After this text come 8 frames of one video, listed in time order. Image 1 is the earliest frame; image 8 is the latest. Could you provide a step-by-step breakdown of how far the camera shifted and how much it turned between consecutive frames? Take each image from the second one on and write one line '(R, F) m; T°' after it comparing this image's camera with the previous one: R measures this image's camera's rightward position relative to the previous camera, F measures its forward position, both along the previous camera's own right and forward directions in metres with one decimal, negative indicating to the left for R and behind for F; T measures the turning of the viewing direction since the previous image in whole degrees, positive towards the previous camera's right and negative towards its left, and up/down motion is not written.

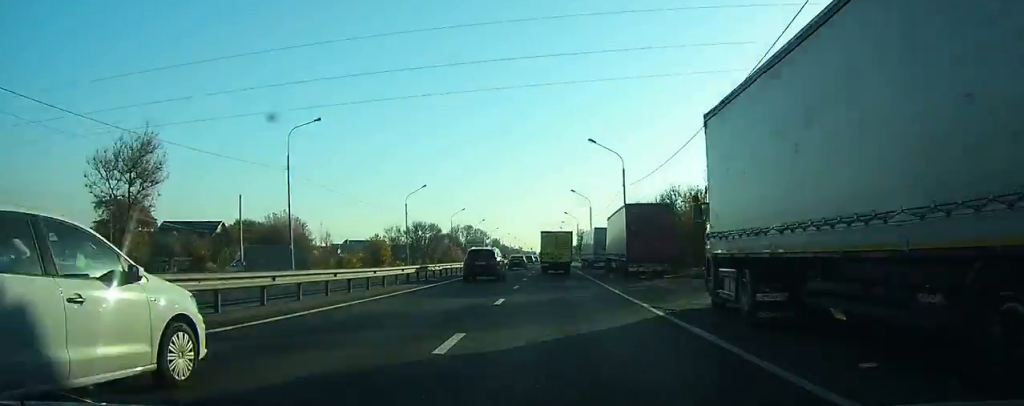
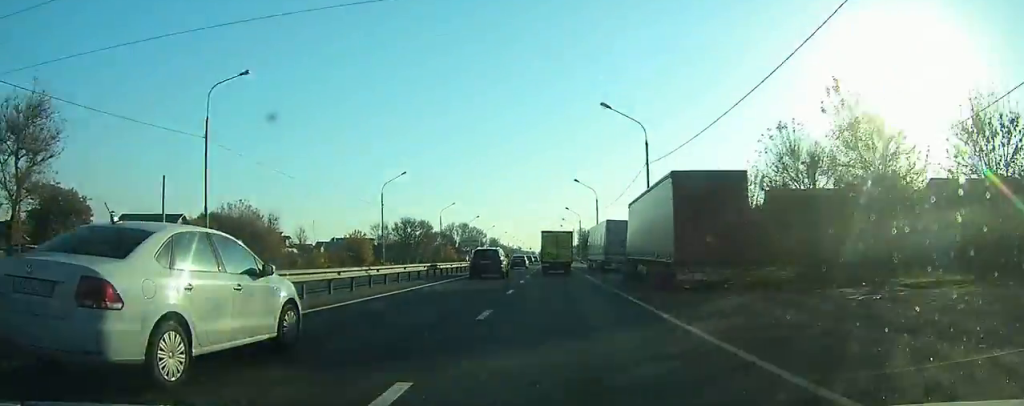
(0.0, +10.8) m; 0°
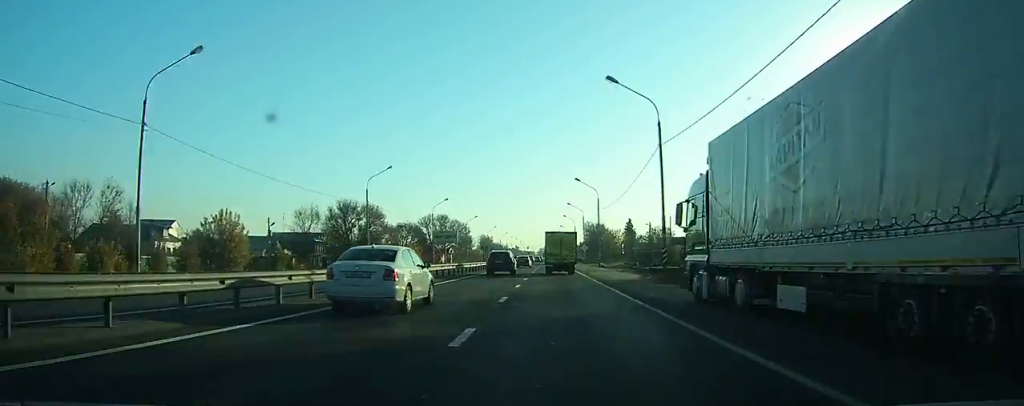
(-0.1, +39.8) m; 0°
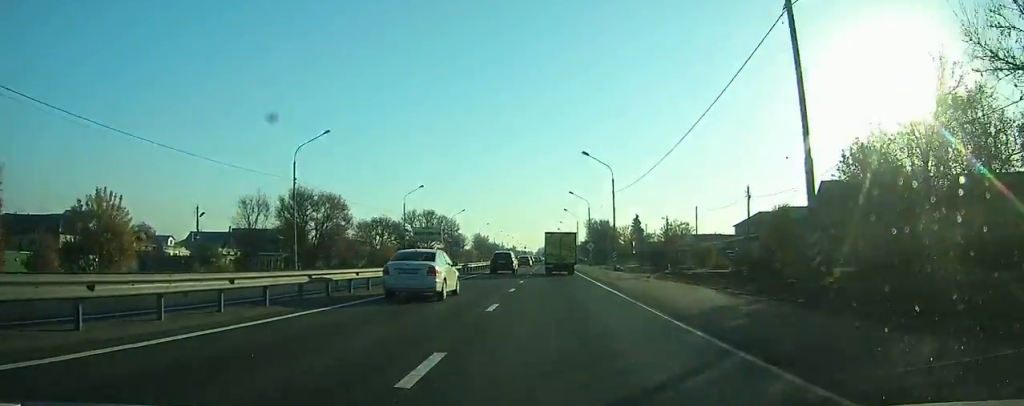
(0.0, +18.8) m; 0°
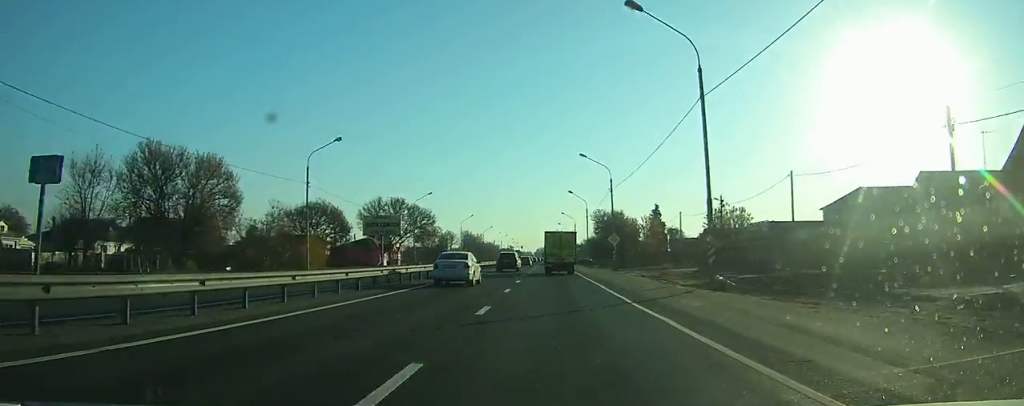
(+0.1, +35.4) m; 0°
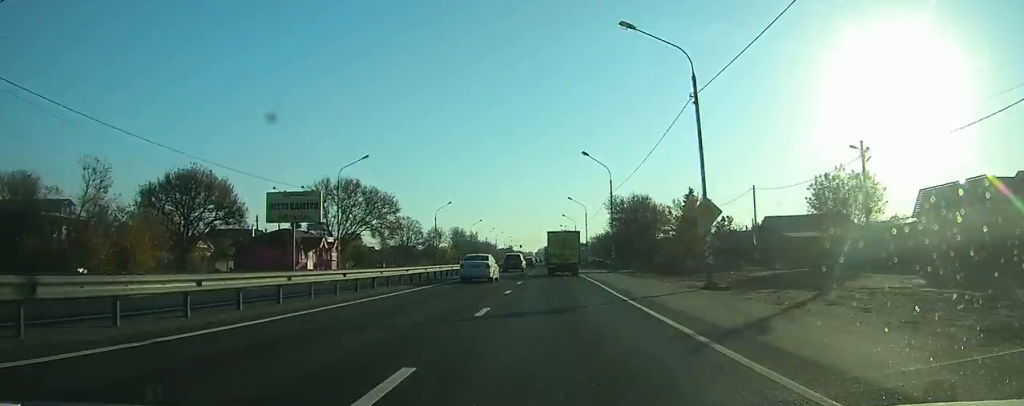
(0.0, +36.4) m; 0°
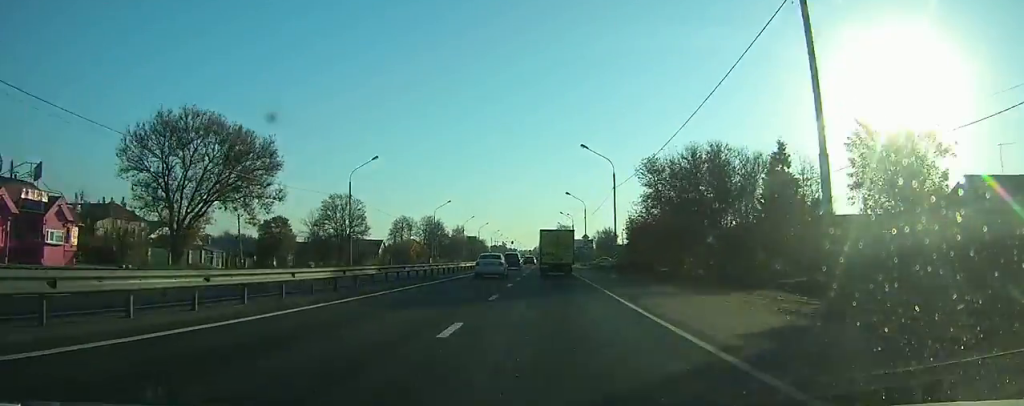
(0.0, +46.9) m; 0°
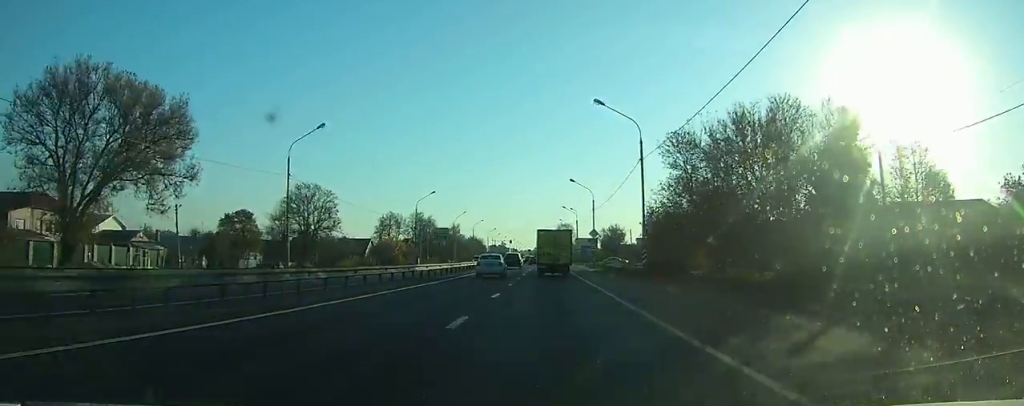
(0.0, +14.7) m; 0°
